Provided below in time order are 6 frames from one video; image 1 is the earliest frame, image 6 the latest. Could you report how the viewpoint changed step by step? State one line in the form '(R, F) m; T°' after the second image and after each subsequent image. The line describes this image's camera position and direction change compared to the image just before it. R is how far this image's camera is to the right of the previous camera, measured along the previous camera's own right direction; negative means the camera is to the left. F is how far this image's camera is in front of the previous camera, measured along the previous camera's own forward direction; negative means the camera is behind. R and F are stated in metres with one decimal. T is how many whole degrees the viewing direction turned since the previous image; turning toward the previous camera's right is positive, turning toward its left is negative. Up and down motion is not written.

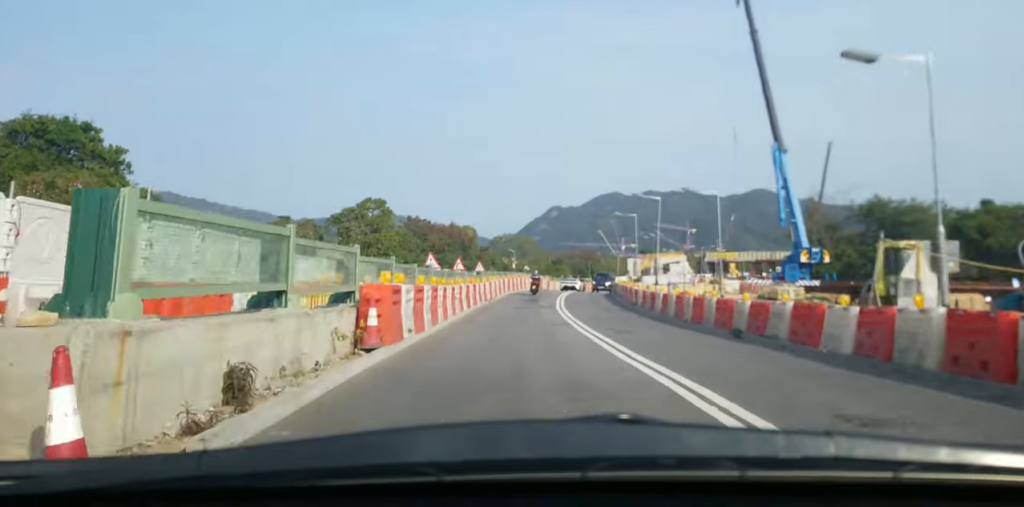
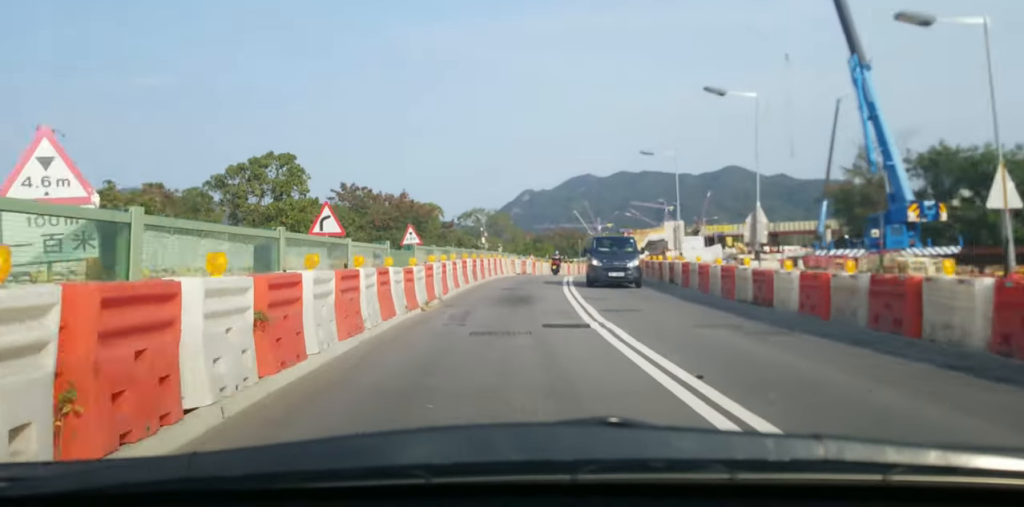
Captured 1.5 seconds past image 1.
(+1.0, +22.8) m; +5°
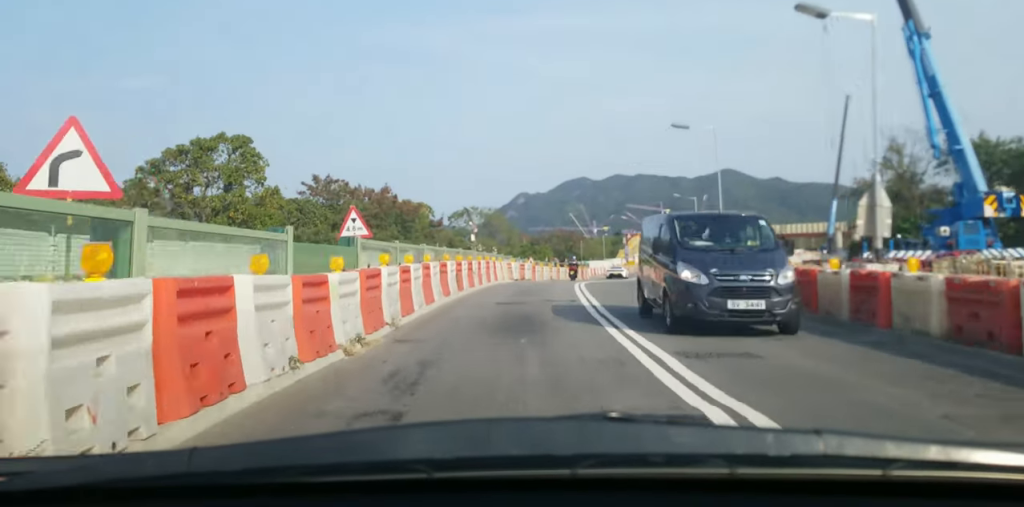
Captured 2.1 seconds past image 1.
(+0.2, +8.7) m; +2°
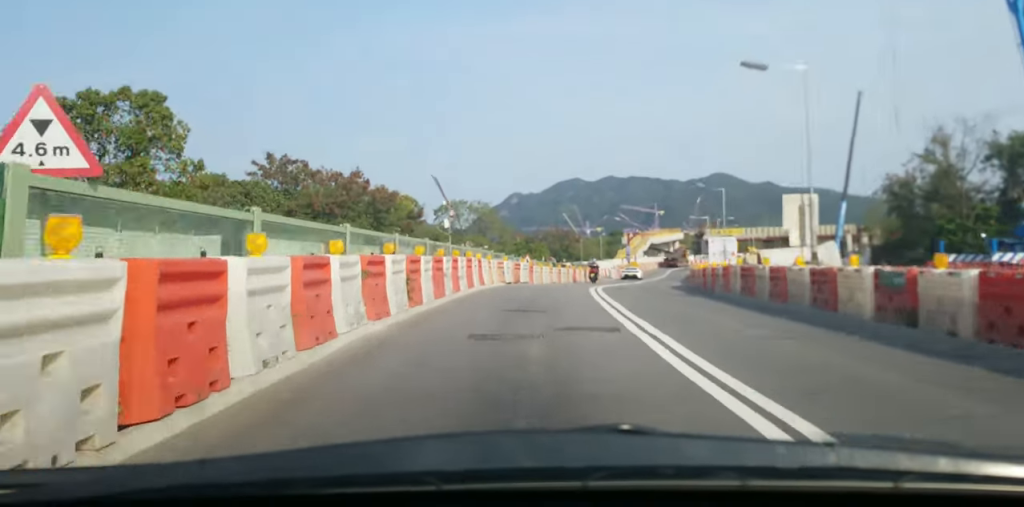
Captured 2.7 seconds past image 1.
(-0.2, +10.1) m; +1°
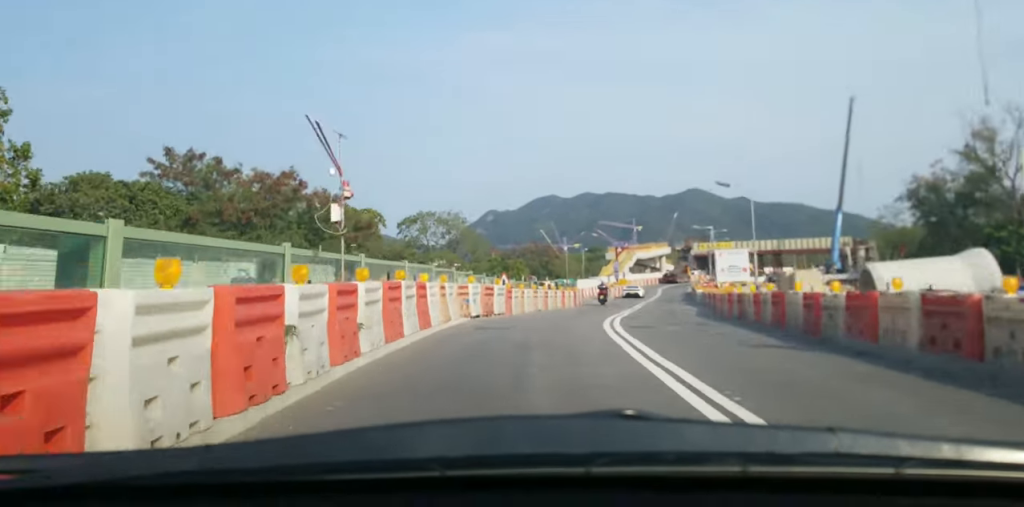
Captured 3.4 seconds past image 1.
(+0.4, +11.5) m; +3°
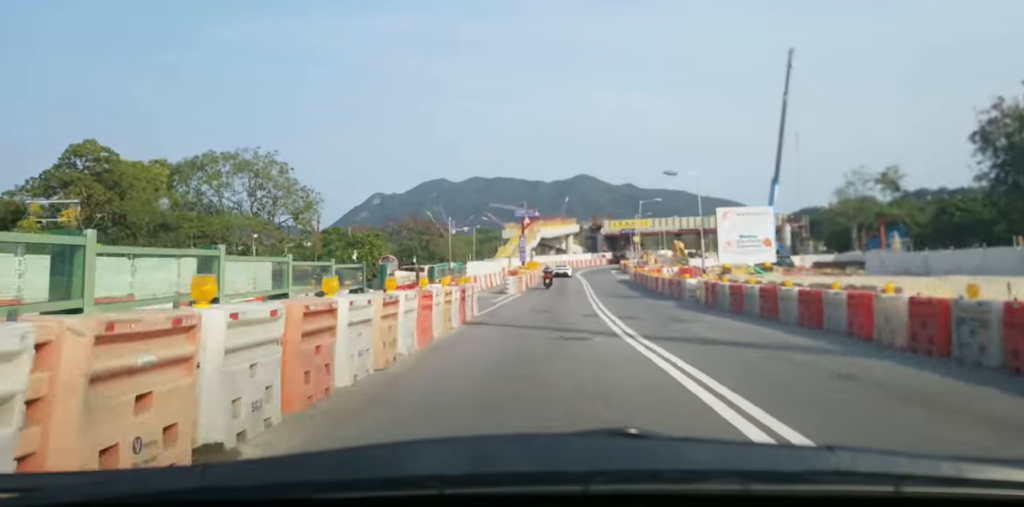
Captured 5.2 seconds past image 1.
(+2.2, +28.8) m; +7°
